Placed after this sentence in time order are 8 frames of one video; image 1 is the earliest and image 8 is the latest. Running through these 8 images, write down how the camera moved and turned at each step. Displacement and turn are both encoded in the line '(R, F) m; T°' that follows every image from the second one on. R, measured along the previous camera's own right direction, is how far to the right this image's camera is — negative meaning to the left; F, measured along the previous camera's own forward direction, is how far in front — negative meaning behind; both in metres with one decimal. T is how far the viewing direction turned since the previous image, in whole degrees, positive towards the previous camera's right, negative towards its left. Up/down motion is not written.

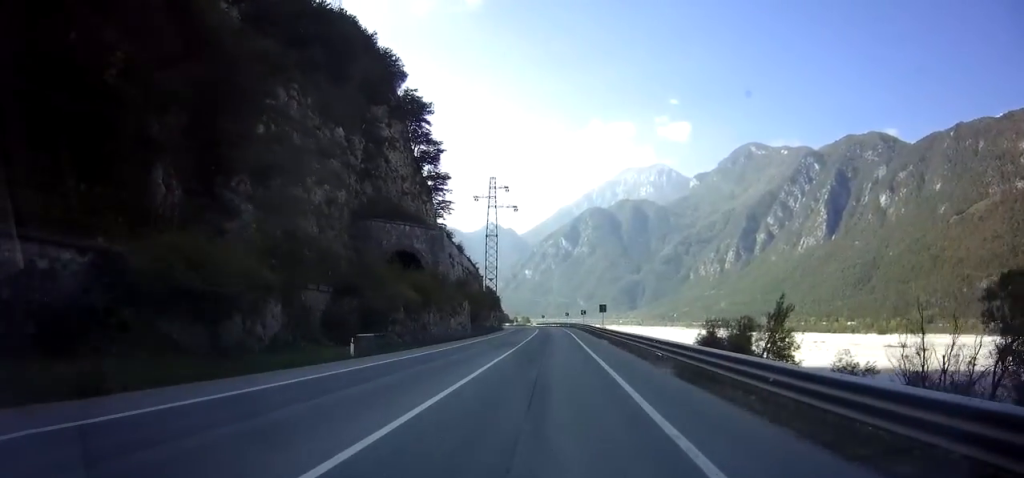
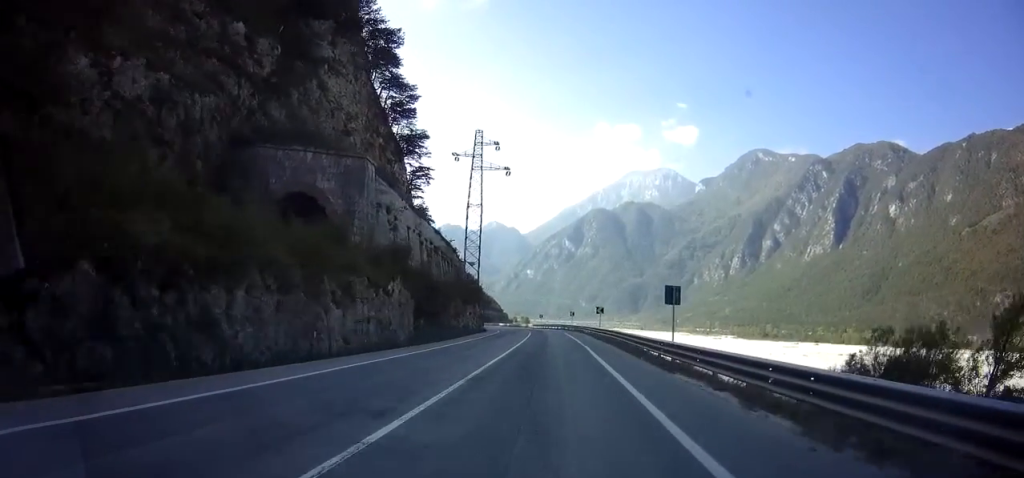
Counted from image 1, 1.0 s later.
(+0.2, +23.5) m; 0°
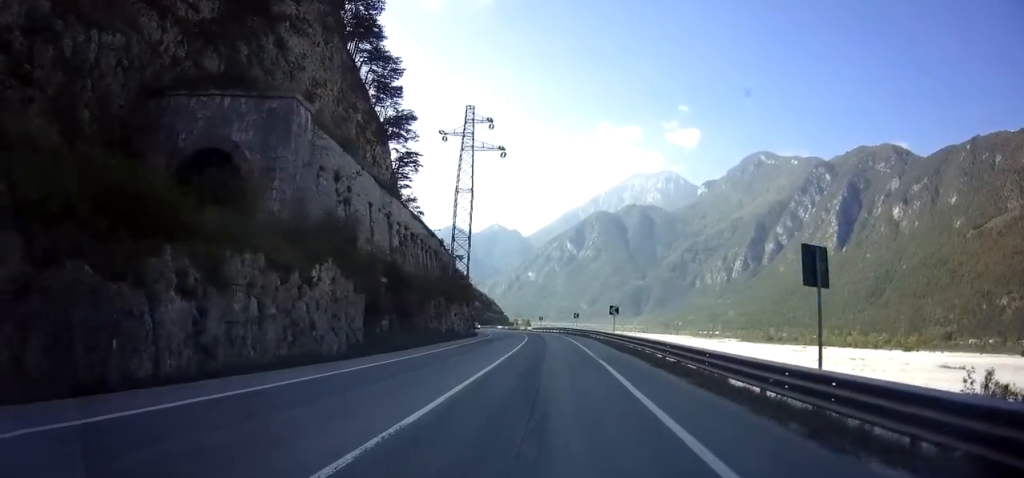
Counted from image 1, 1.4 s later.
(0.0, +10.2) m; 0°
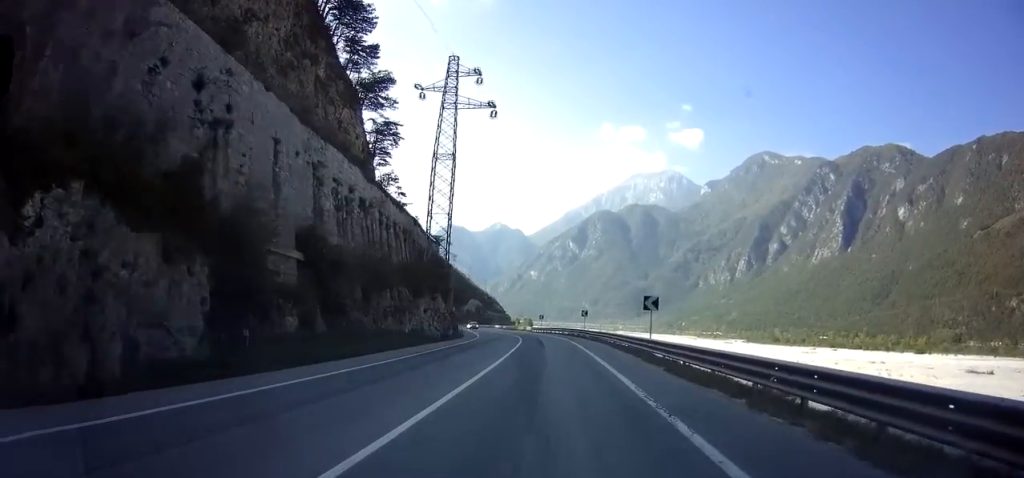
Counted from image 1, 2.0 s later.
(-0.2, +12.6) m; -1°
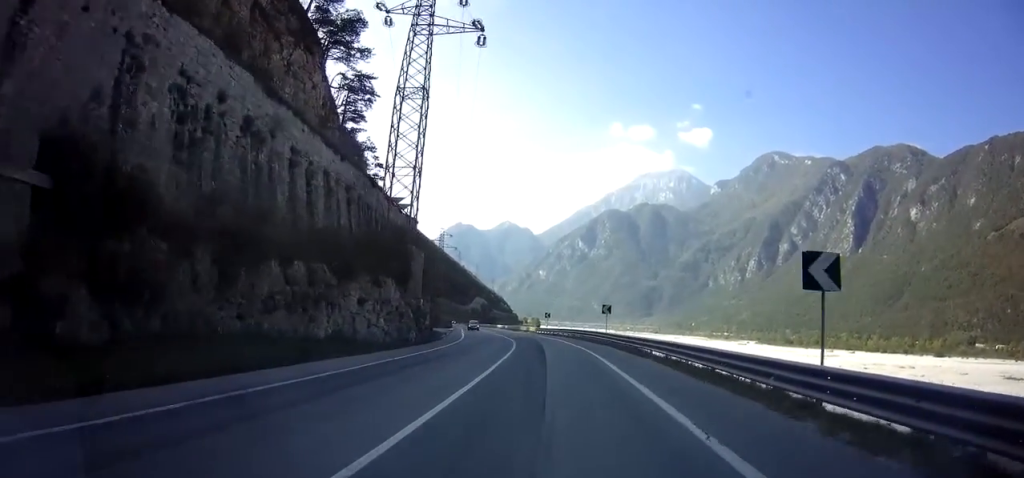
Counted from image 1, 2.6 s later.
(-0.1, +14.1) m; -2°
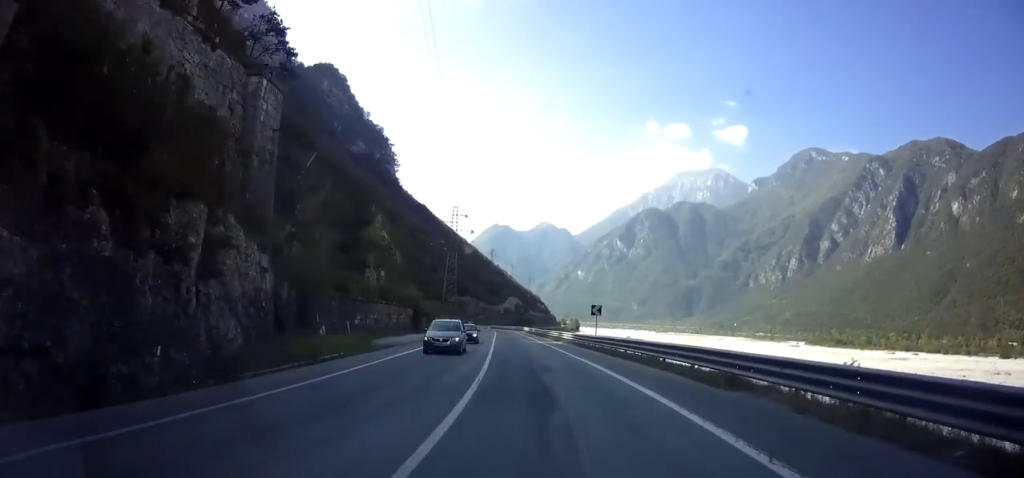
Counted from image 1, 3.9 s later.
(-1.6, +30.9) m; -7°
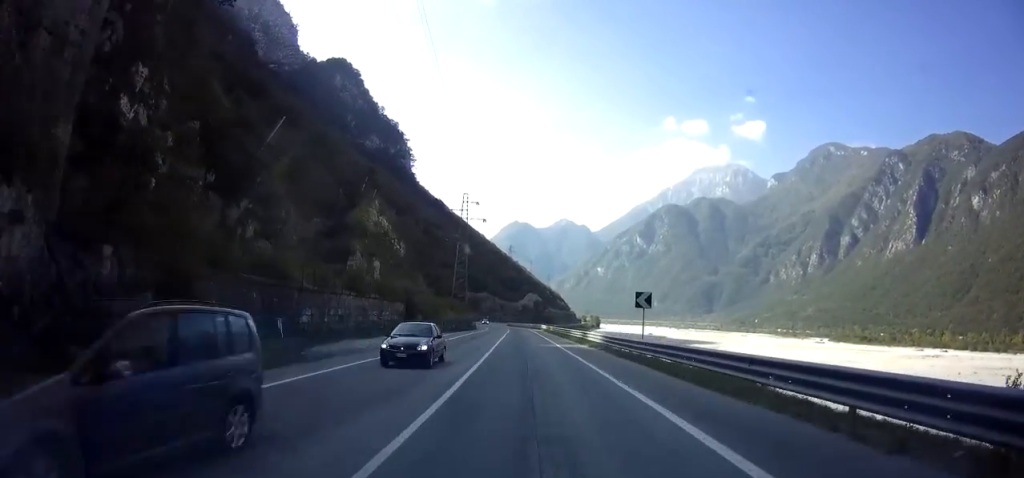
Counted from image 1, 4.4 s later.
(-0.2, +10.9) m; -3°
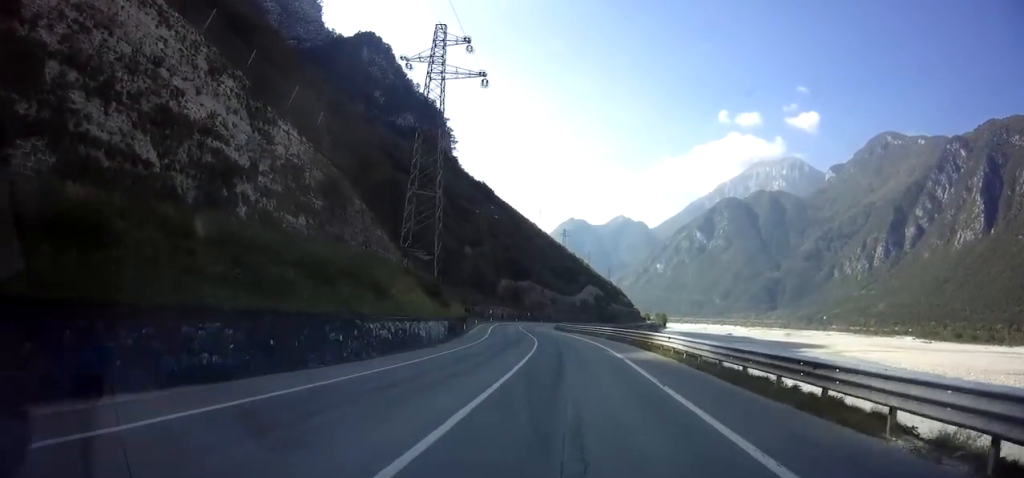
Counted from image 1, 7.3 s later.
(-1.6, +67.2) m; -3°
